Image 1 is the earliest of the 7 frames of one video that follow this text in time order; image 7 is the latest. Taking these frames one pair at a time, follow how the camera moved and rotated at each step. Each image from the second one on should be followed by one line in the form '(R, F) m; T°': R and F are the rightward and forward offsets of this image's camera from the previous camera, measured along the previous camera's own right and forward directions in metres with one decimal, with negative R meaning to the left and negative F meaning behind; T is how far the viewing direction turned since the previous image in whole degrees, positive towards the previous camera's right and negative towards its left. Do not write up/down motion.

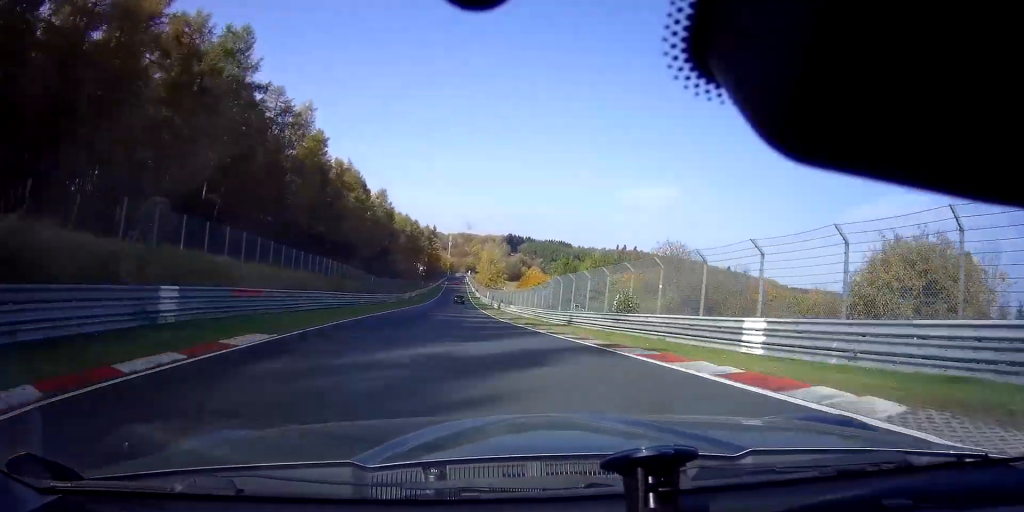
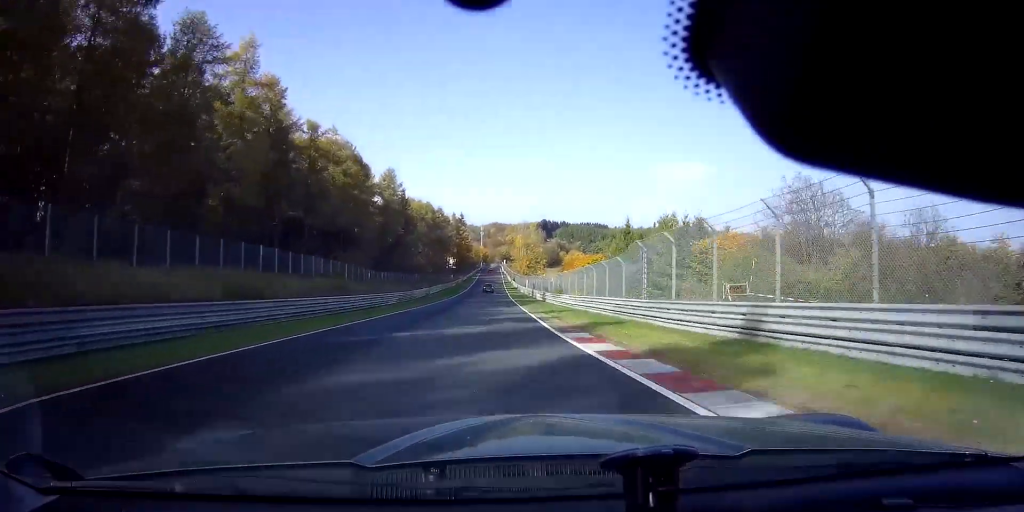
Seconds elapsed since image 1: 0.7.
(-0.9, +22.0) m; -4°
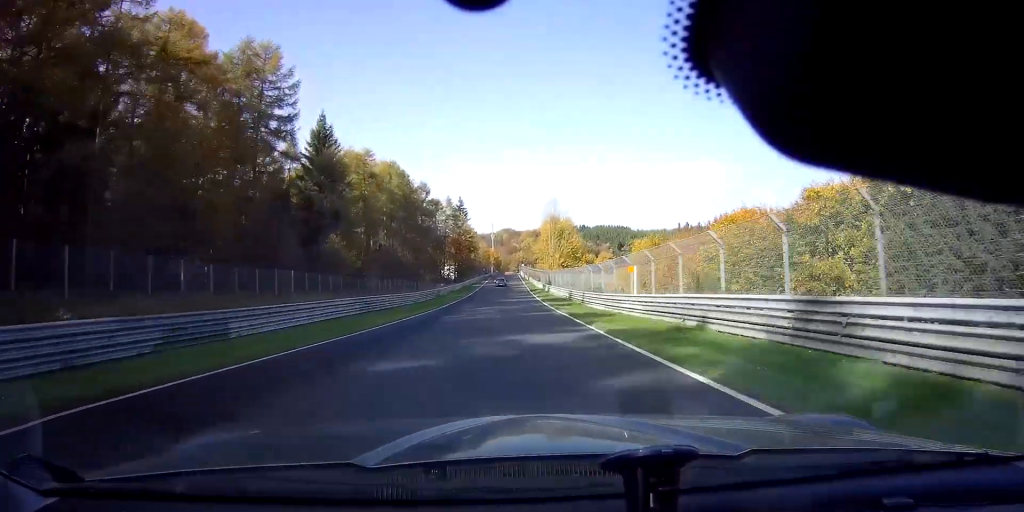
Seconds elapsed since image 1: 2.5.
(-2.8, +64.9) m; -3°
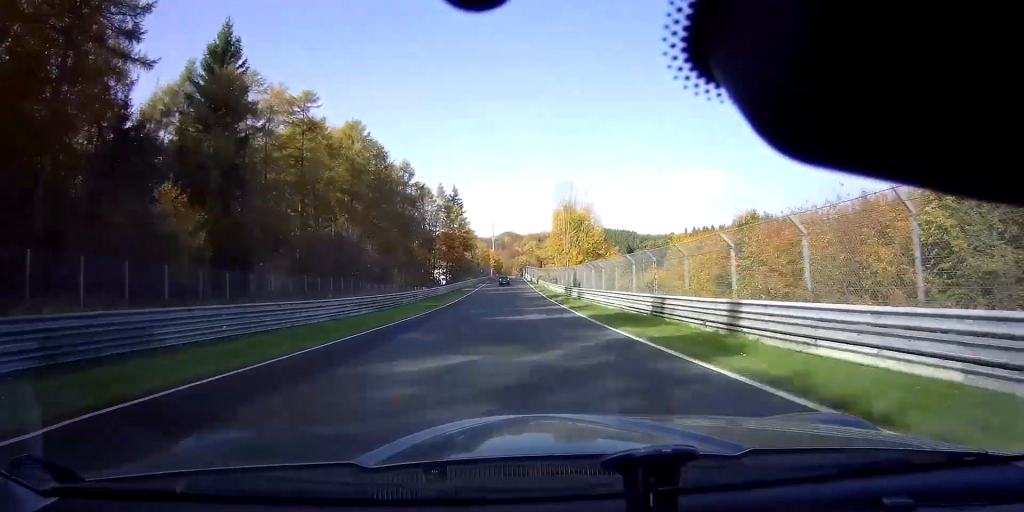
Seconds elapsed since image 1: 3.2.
(+0.2, +25.3) m; 0°
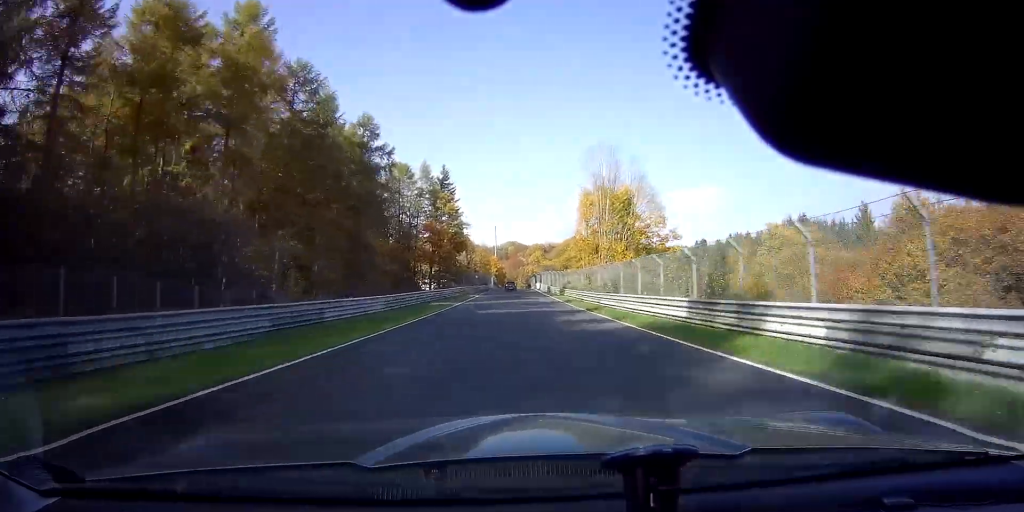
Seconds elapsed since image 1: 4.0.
(-0.1, +32.5) m; 0°
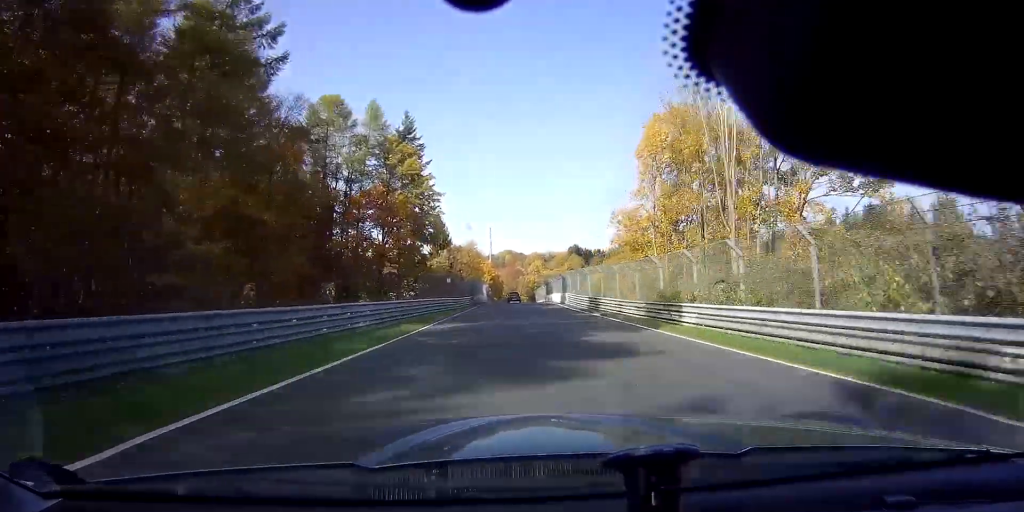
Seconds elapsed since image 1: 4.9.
(-0.2, +36.3) m; 0°
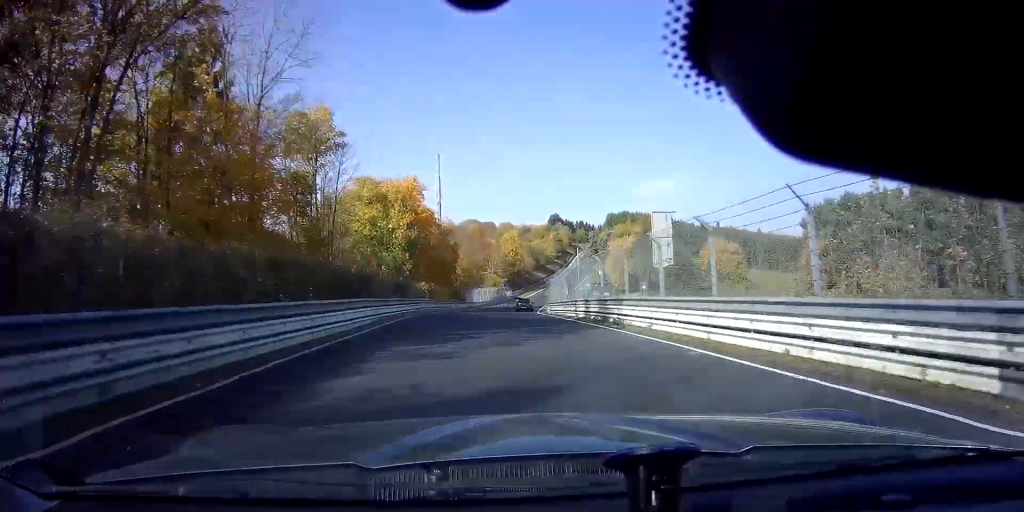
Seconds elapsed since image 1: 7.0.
(+2.4, +87.9) m; +4°
